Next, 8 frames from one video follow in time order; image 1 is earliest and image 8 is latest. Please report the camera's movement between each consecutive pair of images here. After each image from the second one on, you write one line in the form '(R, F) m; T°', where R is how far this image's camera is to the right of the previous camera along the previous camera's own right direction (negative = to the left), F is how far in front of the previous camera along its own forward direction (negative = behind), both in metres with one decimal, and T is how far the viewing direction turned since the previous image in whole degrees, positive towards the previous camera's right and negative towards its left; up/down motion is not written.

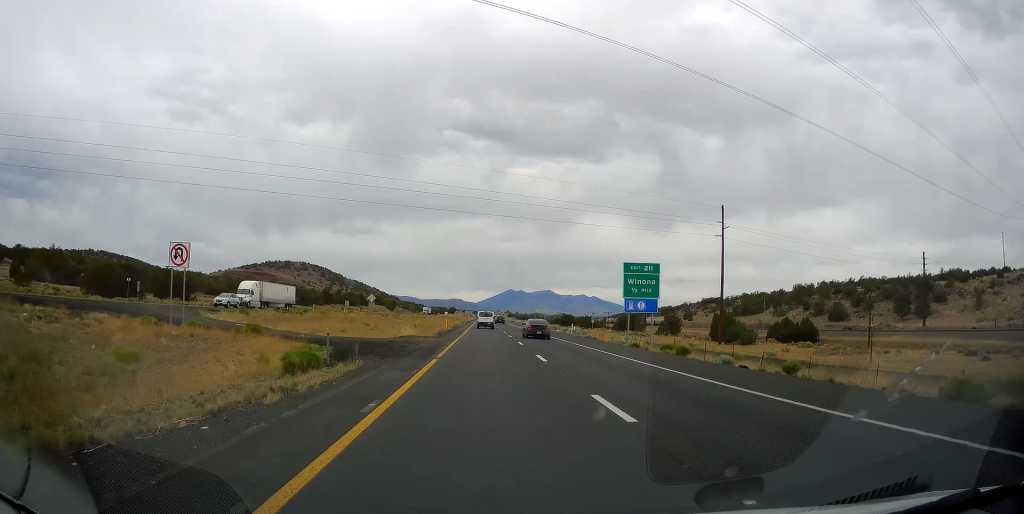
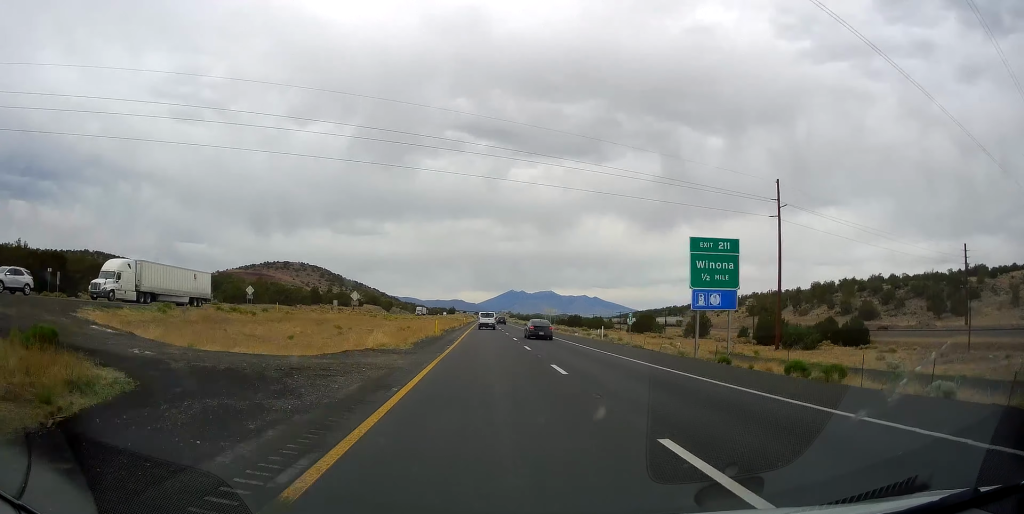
(+0.1, +16.6) m; 0°
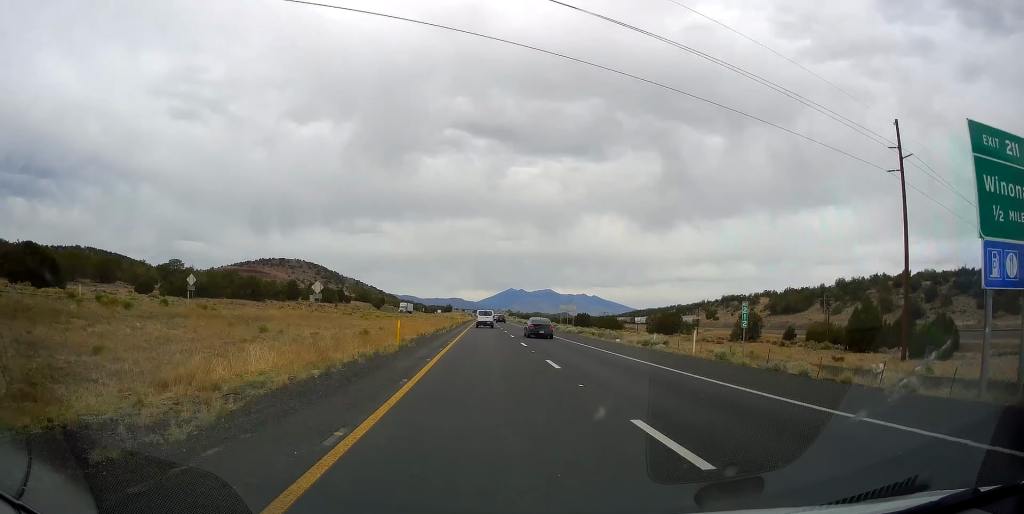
(+0.3, +22.8) m; 0°
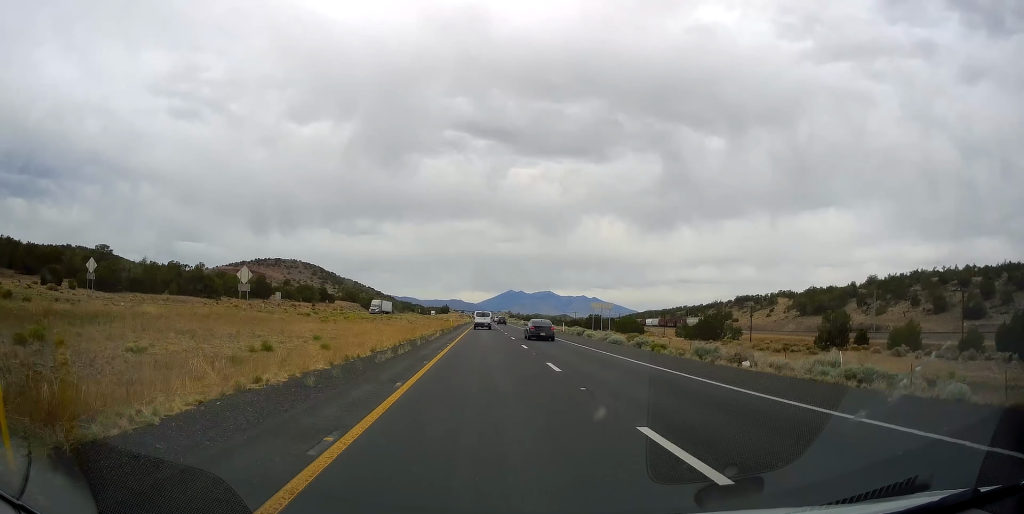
(-0.4, +24.8) m; +1°
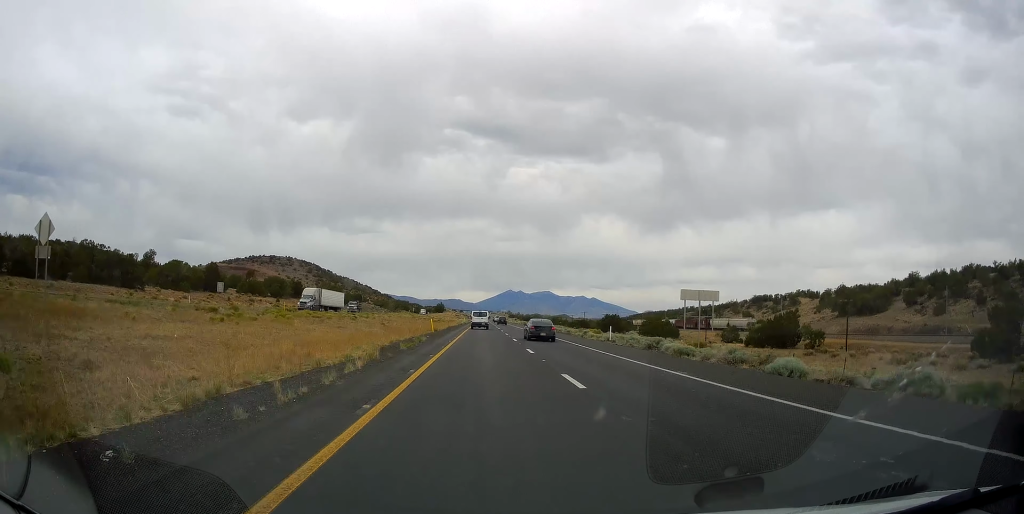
(+0.6, +27.8) m; 0°
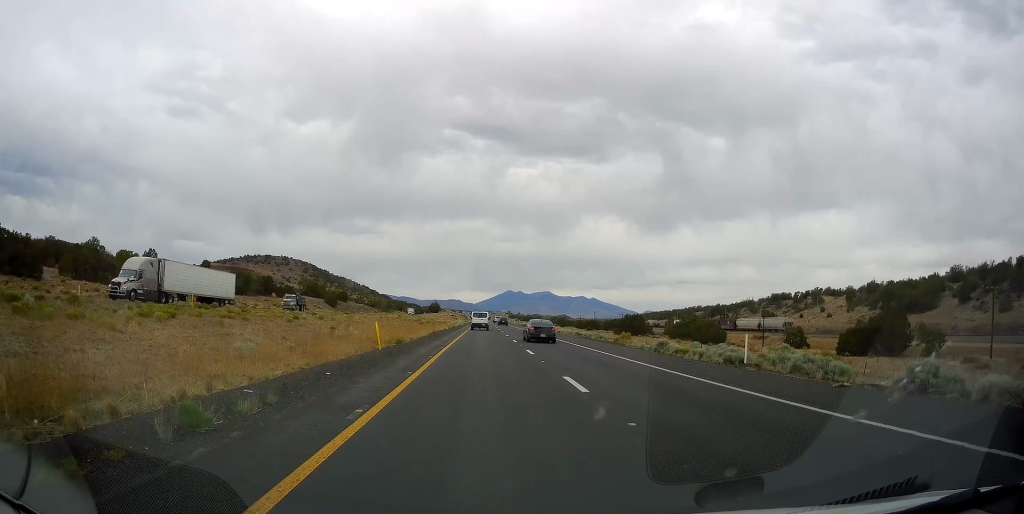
(-0.3, +25.0) m; -1°
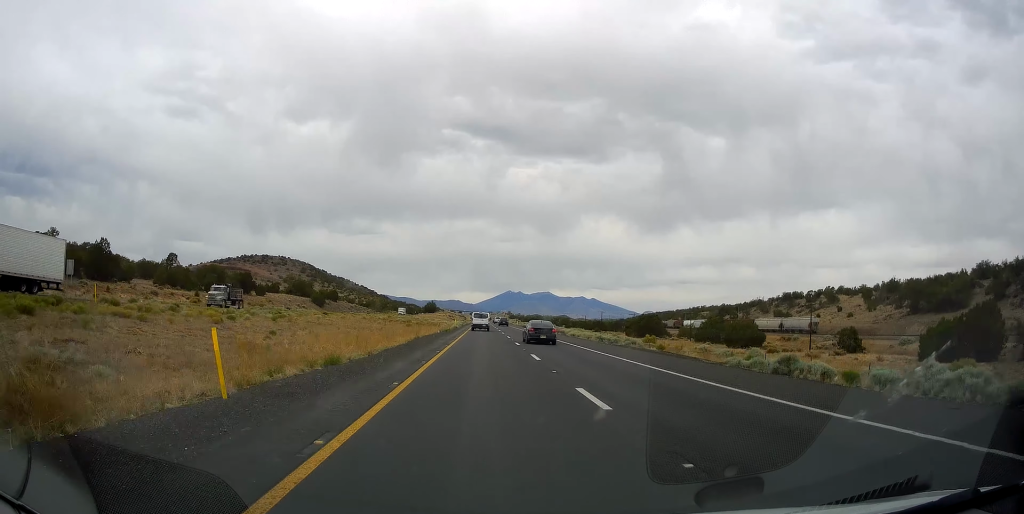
(-0.2, +14.6) m; 0°
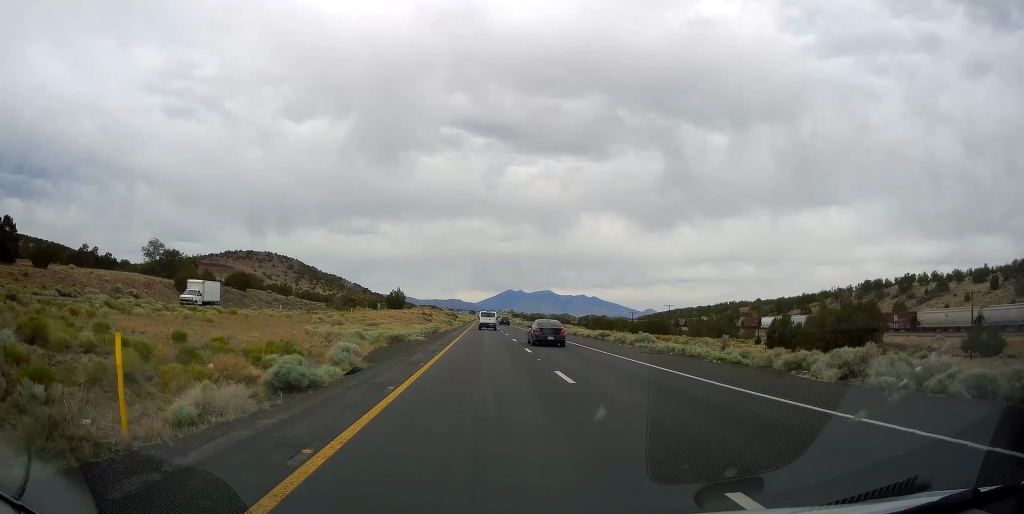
(+0.4, +81.3) m; 0°
